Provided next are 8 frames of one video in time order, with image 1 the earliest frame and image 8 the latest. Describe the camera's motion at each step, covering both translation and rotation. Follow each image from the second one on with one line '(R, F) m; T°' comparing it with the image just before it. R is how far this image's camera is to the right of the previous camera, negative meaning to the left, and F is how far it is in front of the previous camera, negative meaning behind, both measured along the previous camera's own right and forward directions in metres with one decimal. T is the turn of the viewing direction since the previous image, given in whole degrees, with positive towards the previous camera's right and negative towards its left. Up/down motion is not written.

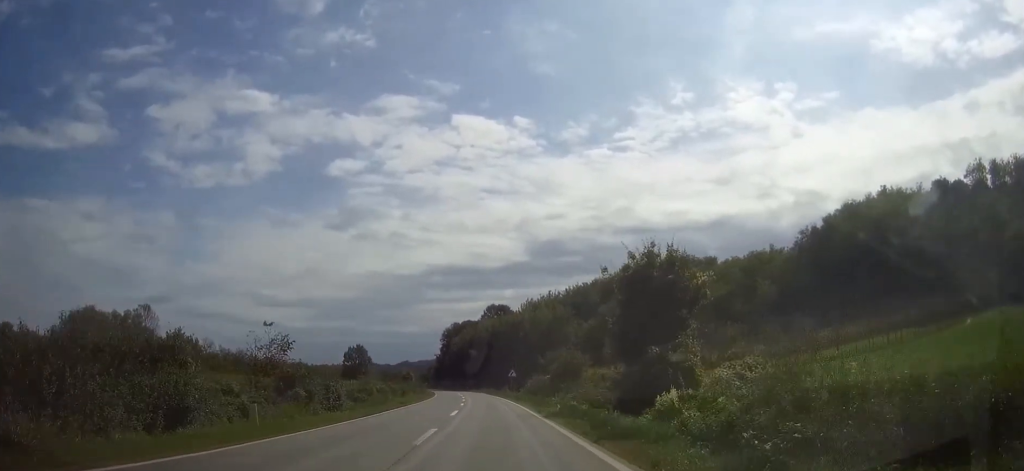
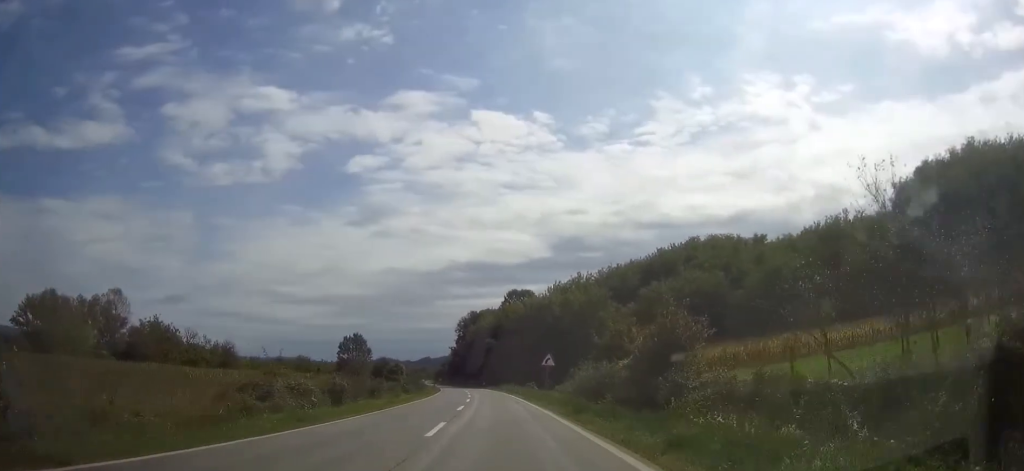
(-0.2, +27.7) m; -1°
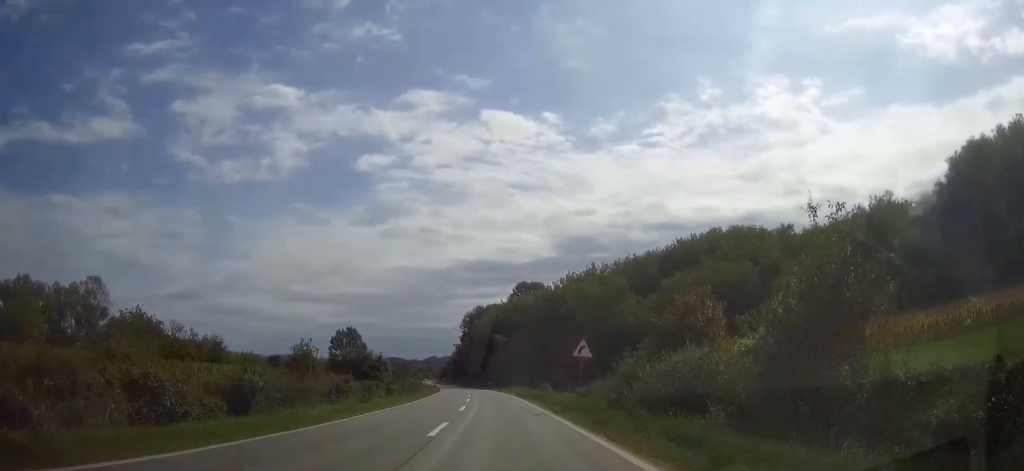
(-0.1, +14.4) m; -1°
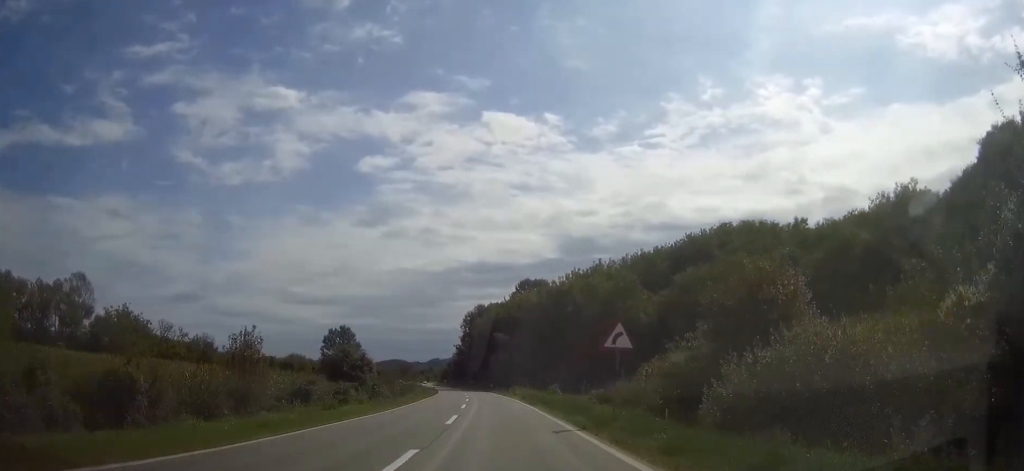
(0.0, +8.3) m; 0°
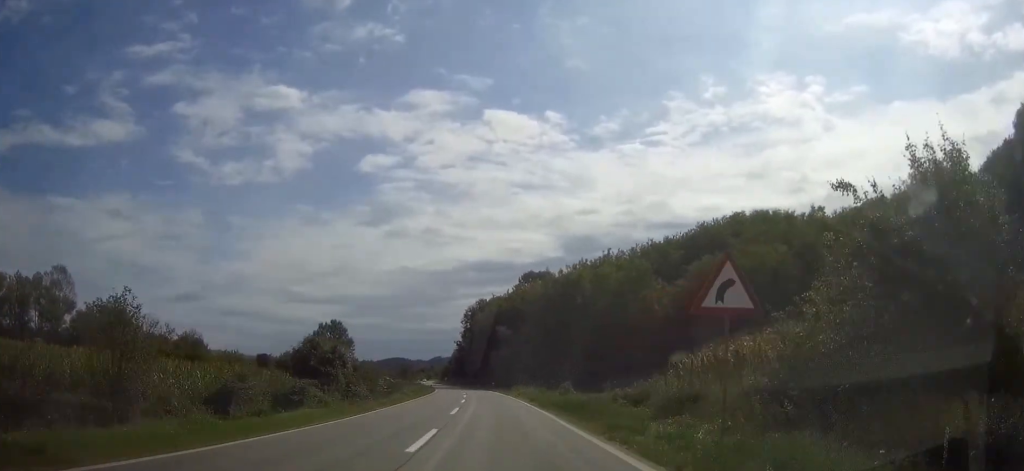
(0.0, +9.7) m; 0°
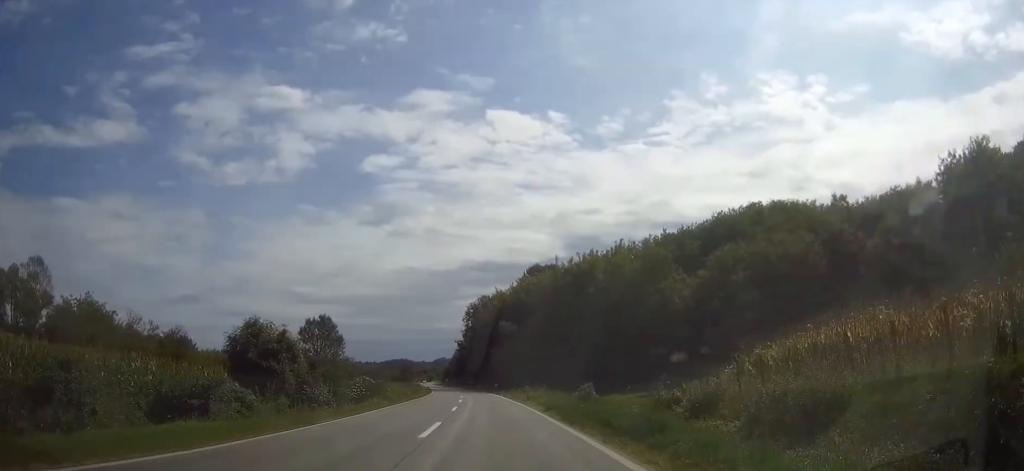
(-0.1, +11.0) m; -1°
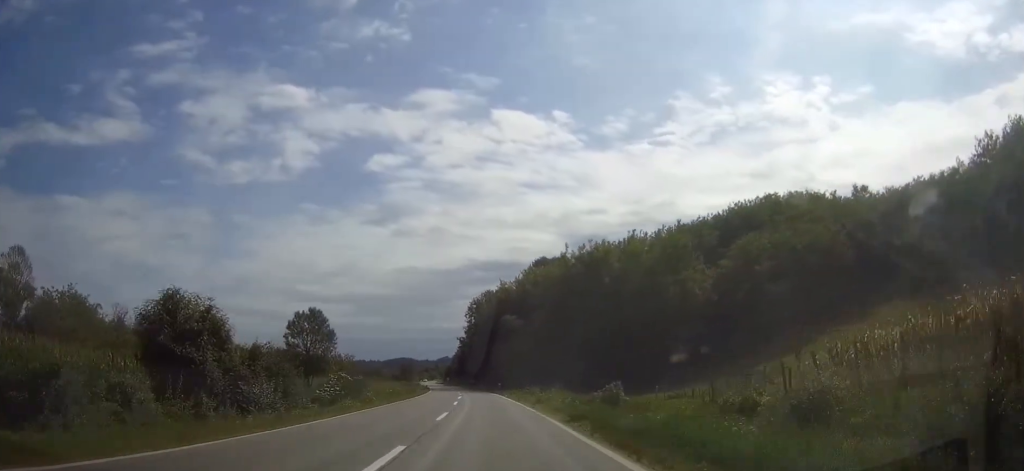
(0.0, +9.0) m; 0°
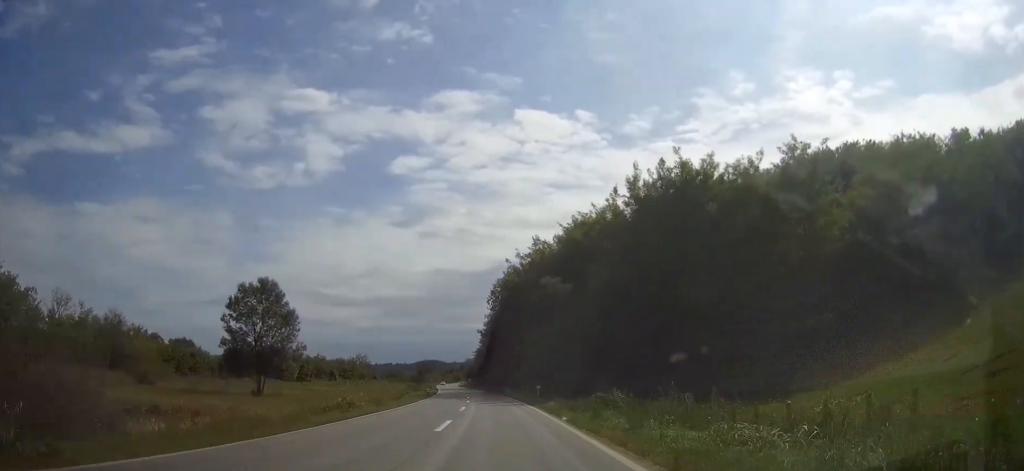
(-0.6, +34.3) m; -2°
